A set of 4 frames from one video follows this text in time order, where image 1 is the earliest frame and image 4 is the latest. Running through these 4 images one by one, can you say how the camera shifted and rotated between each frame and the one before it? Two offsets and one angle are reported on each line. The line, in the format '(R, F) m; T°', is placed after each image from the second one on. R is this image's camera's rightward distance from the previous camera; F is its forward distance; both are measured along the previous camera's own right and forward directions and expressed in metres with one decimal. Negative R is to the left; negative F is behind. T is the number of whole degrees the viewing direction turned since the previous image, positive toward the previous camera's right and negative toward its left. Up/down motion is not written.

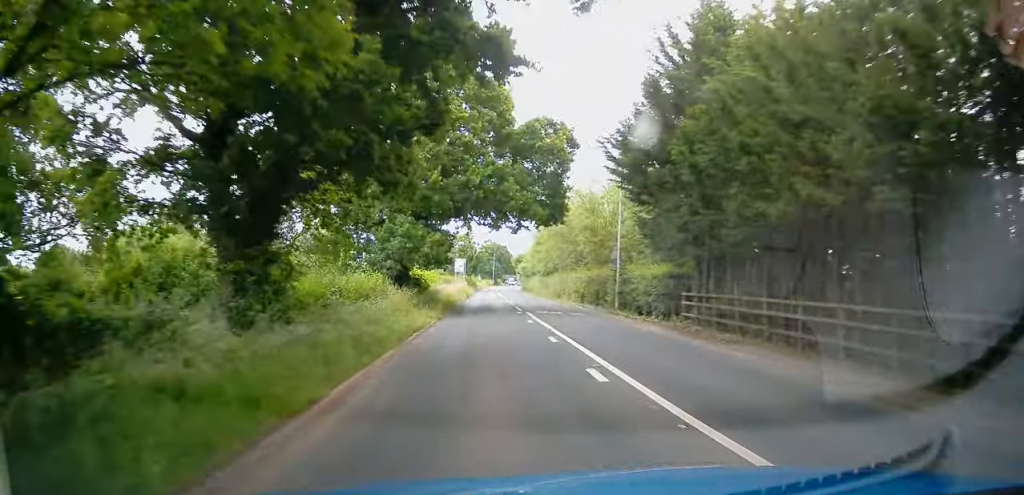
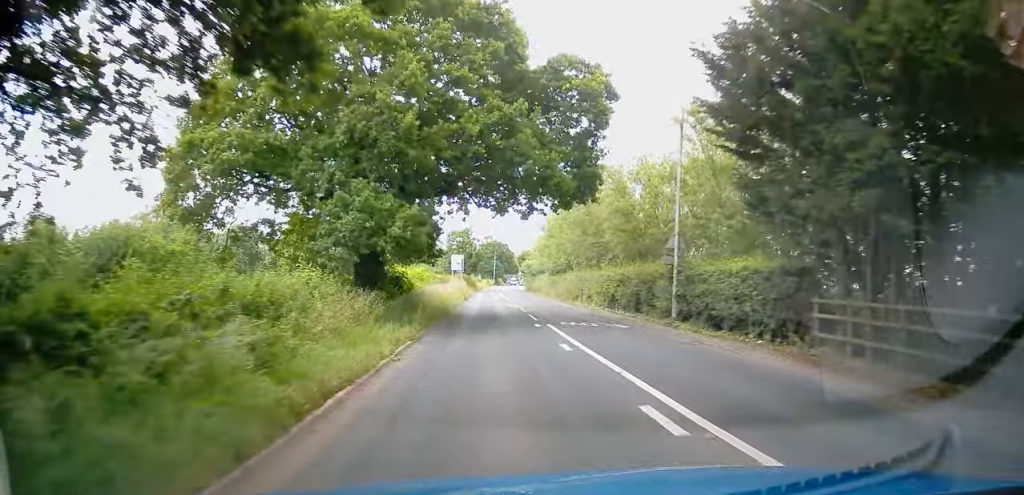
(0.0, +9.1) m; -1°
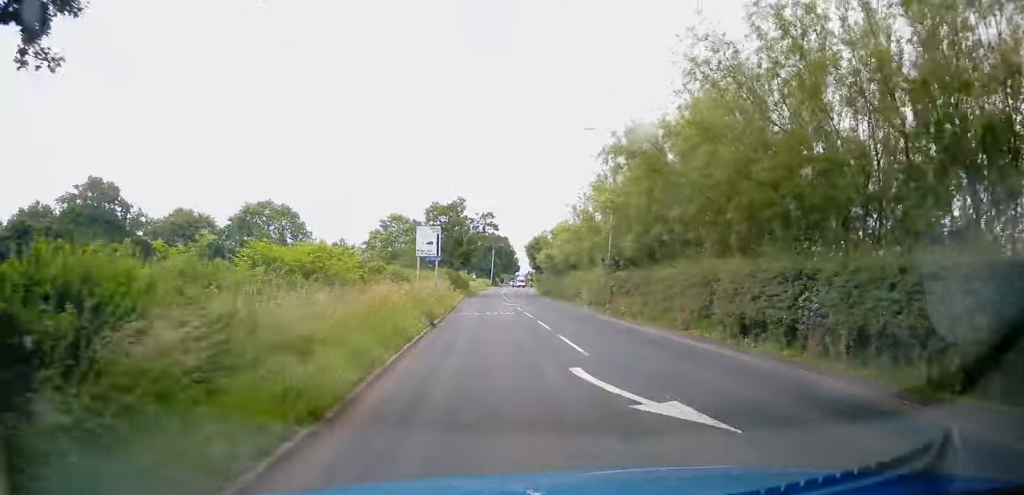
(-0.2, +29.6) m; +1°
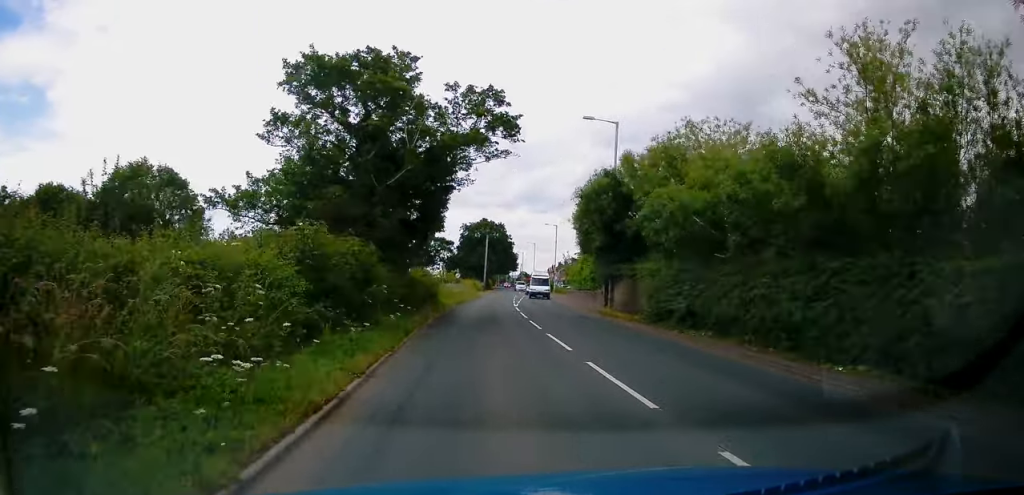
(-0.9, +42.6) m; +2°
